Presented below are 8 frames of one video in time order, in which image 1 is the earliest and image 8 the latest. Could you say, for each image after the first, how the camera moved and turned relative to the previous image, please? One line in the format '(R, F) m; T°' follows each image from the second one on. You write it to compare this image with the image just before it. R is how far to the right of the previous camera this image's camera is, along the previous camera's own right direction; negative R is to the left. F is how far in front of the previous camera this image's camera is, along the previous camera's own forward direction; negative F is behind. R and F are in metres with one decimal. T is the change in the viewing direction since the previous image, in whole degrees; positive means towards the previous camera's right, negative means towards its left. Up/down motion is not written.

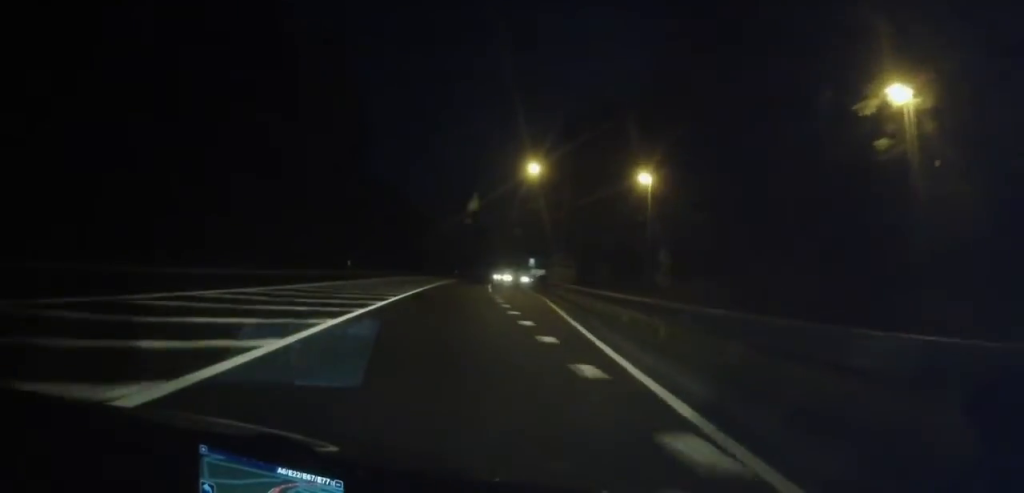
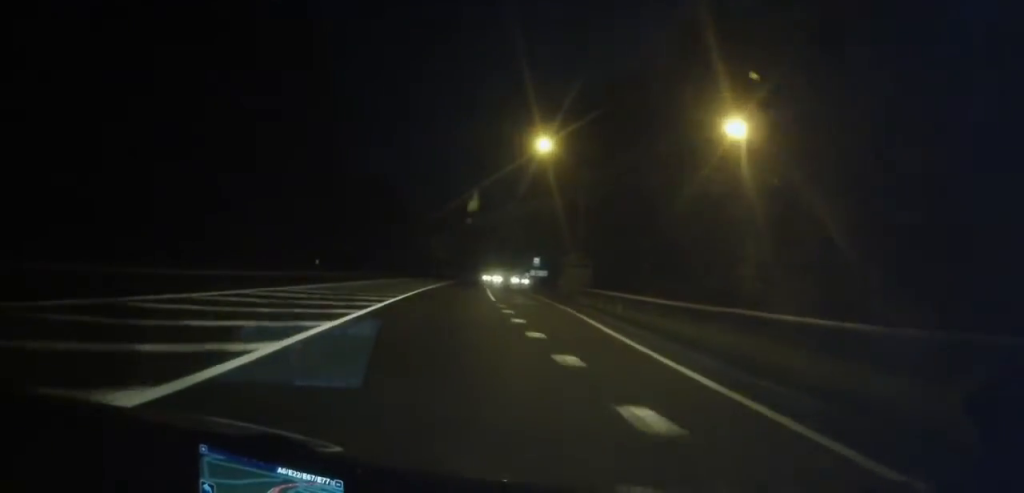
(+0.1, +11.1) m; +1°
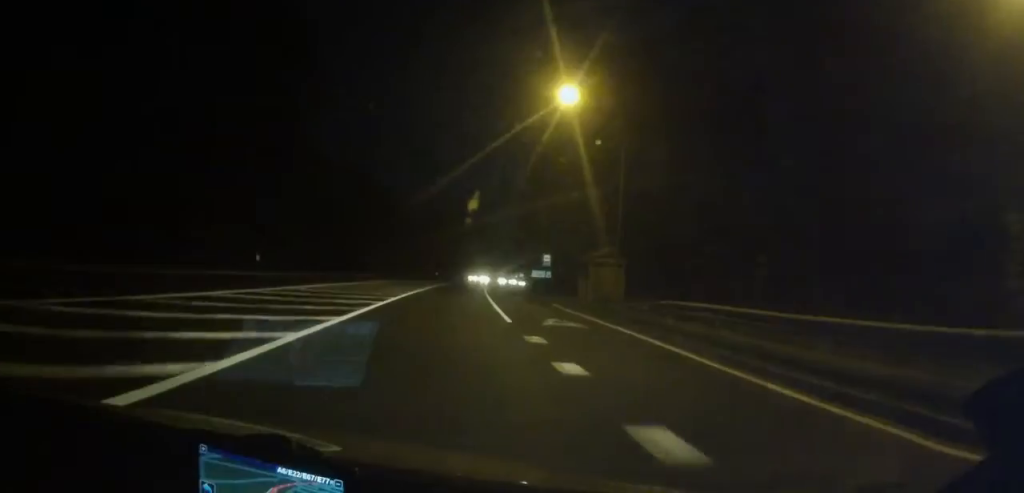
(+0.1, +13.3) m; +1°
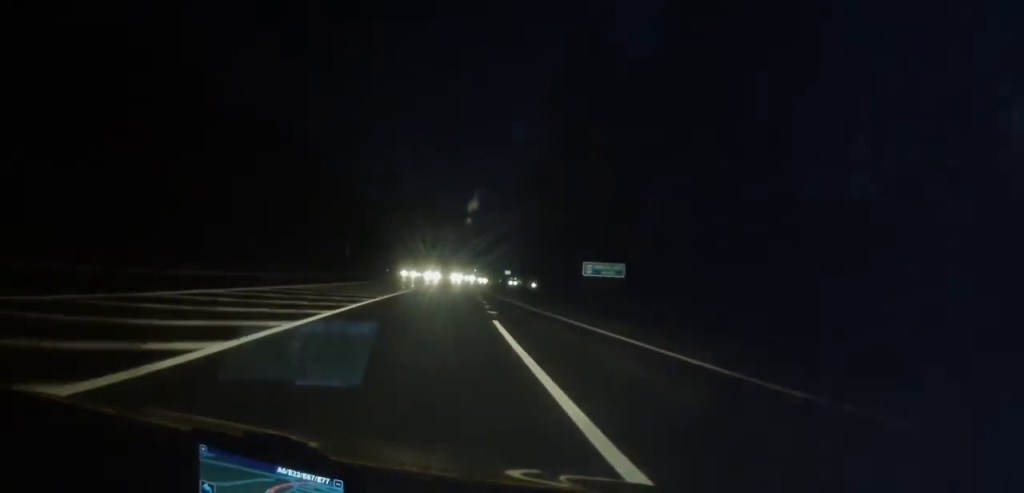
(+0.7, +44.6) m; +2°
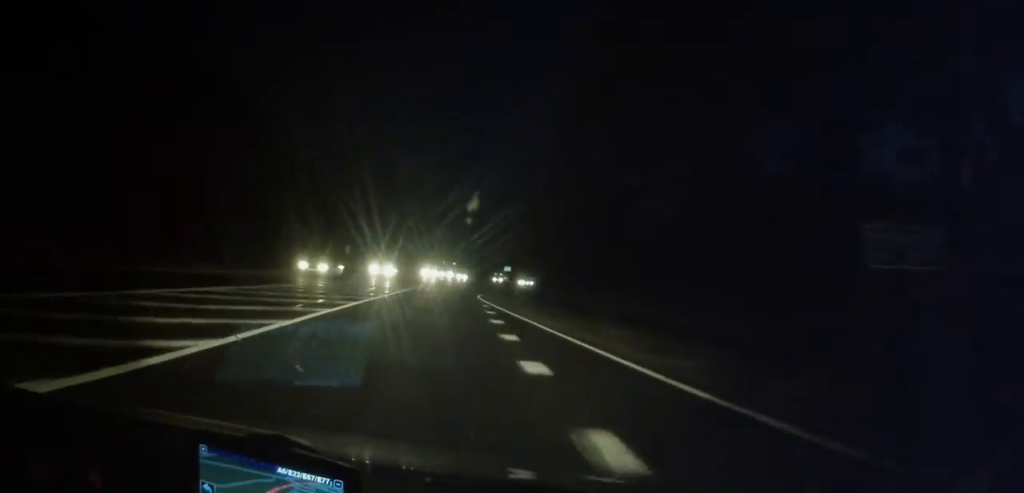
(+0.3, +24.2) m; +2°
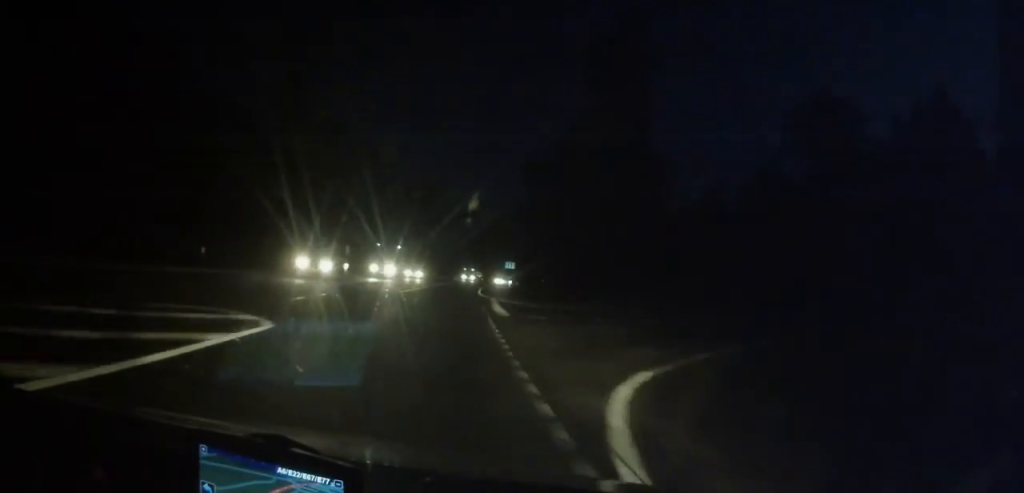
(+0.5, +33.8) m; +1°
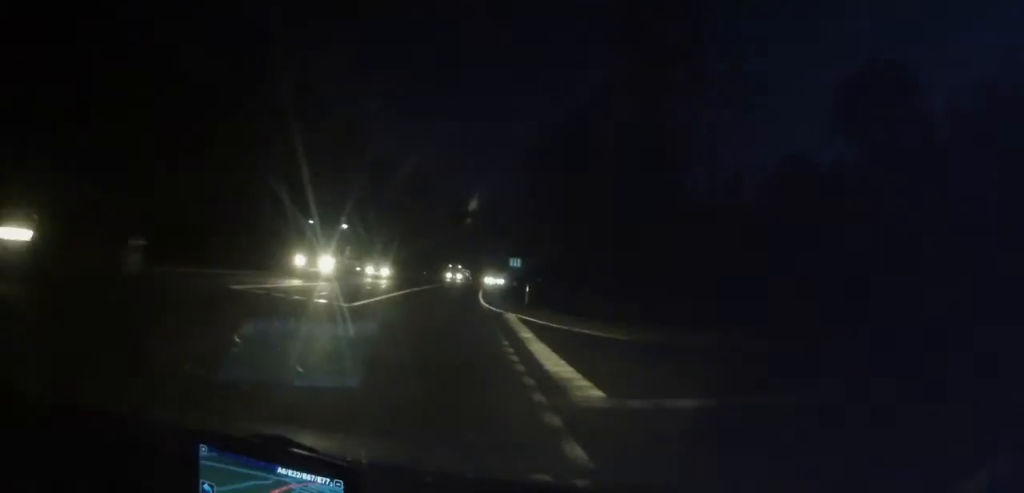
(0.0, +13.1) m; +1°
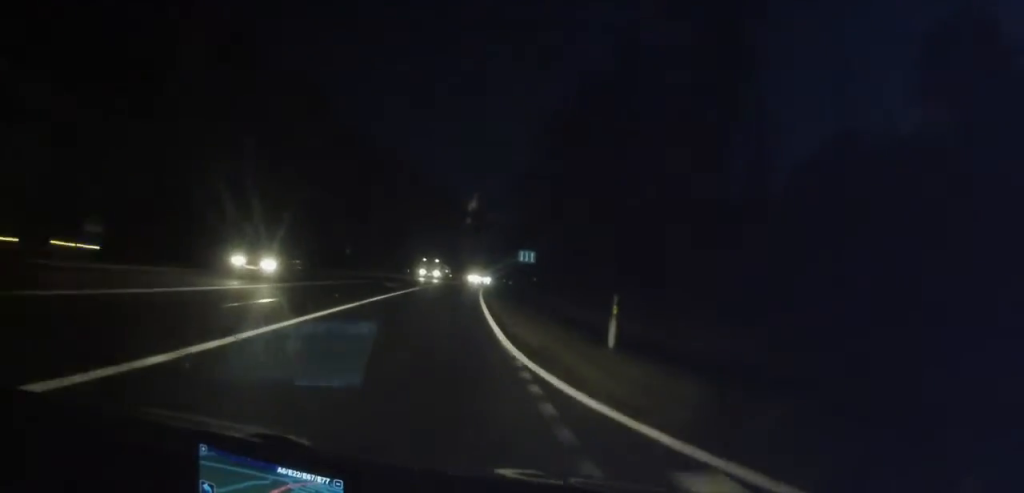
(+0.2, +16.2) m; +1°
